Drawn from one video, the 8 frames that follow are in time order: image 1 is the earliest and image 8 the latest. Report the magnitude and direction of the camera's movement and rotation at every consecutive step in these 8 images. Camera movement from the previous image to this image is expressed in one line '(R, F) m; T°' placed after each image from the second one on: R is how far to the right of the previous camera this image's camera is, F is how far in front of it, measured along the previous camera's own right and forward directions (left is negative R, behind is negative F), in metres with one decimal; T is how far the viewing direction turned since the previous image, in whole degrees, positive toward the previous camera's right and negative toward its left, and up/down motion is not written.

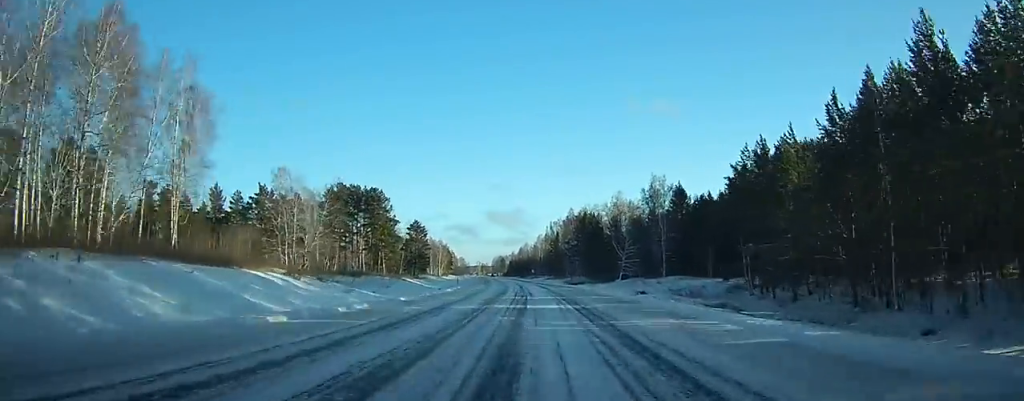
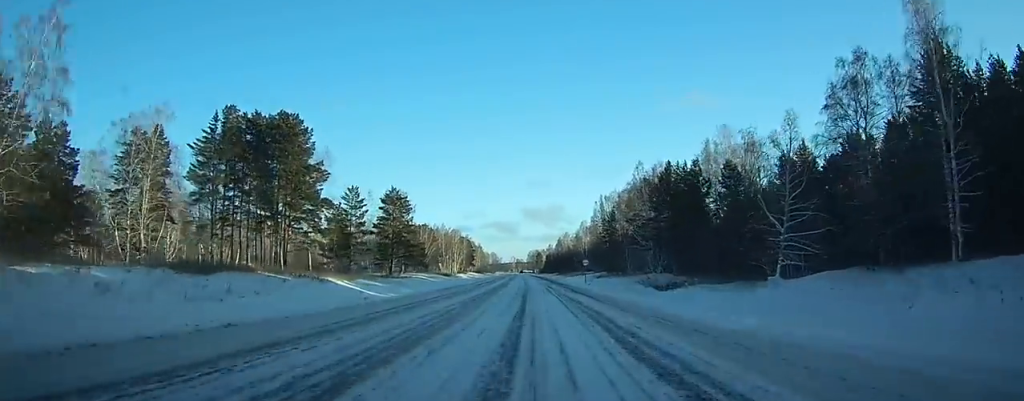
(-1.6, +73.4) m; -3°
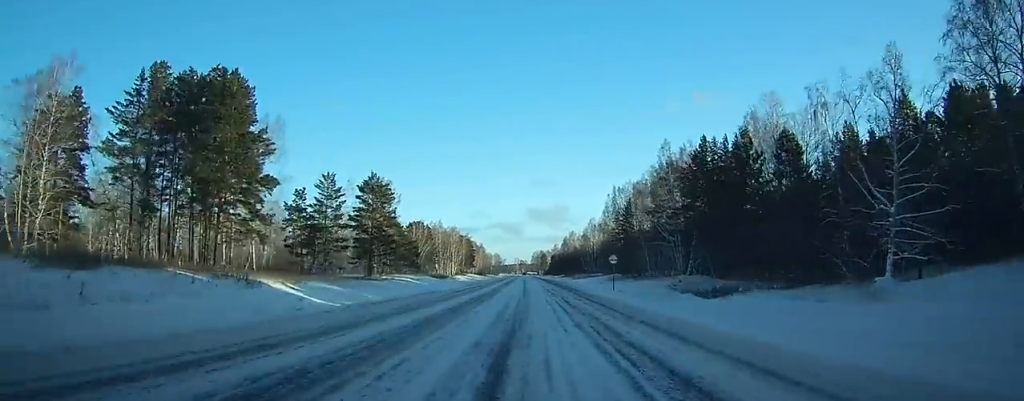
(-0.2, +19.8) m; -1°
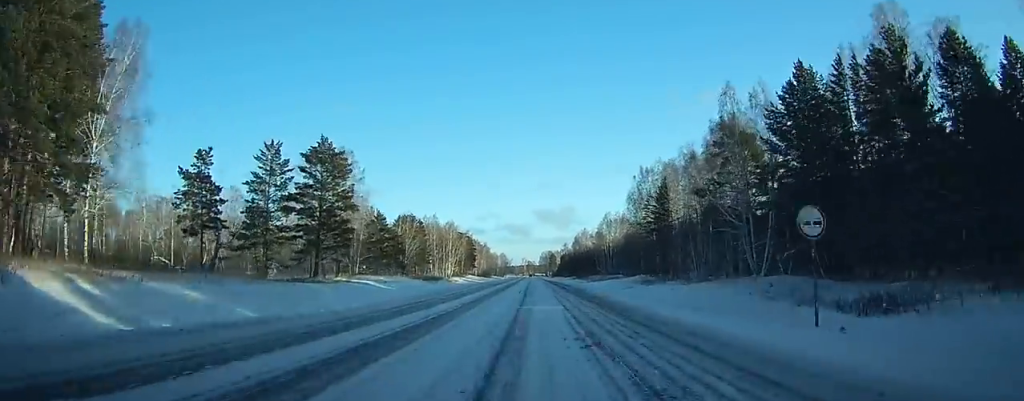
(-0.2, +30.4) m; -1°
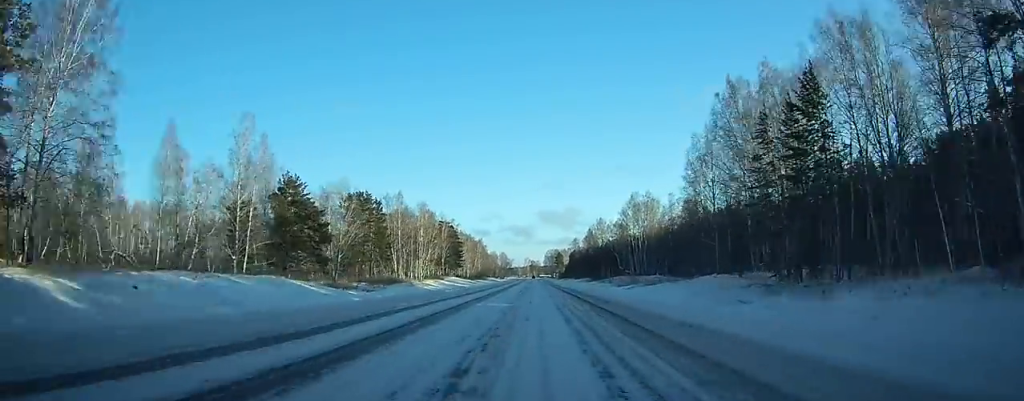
(-0.8, +57.9) m; -1°
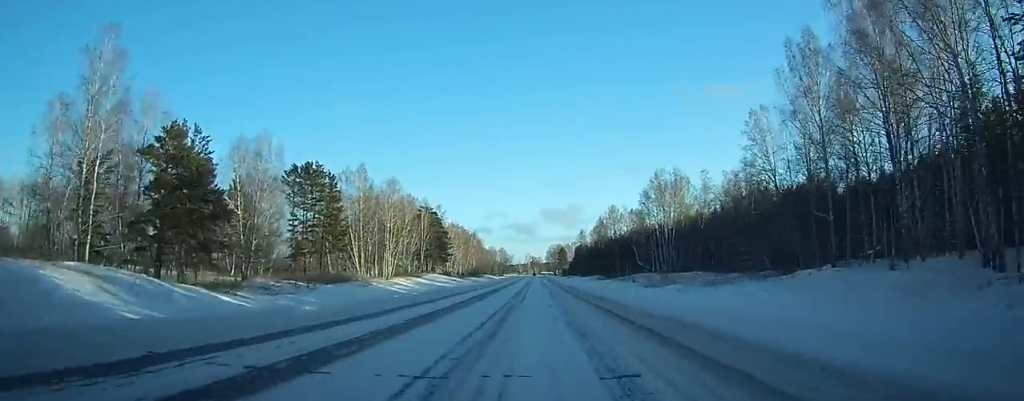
(-0.2, +33.9) m; 0°
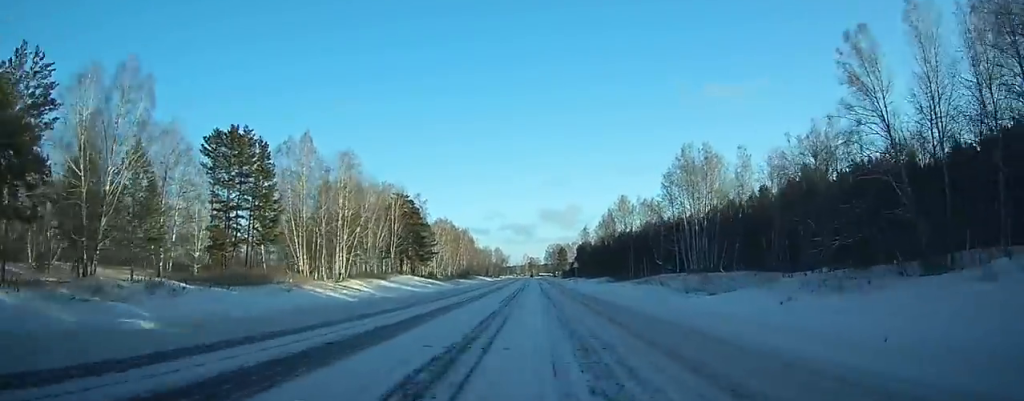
(-0.1, +27.9) m; 0°
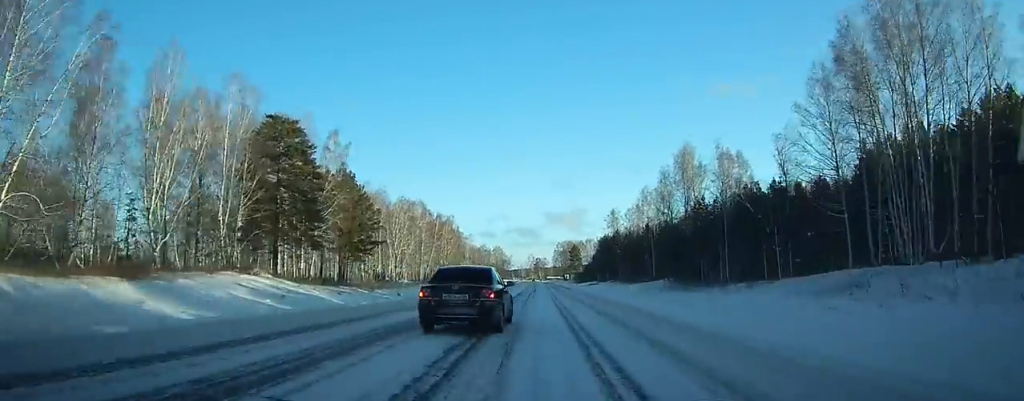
(-0.2, +66.0) m; 0°
